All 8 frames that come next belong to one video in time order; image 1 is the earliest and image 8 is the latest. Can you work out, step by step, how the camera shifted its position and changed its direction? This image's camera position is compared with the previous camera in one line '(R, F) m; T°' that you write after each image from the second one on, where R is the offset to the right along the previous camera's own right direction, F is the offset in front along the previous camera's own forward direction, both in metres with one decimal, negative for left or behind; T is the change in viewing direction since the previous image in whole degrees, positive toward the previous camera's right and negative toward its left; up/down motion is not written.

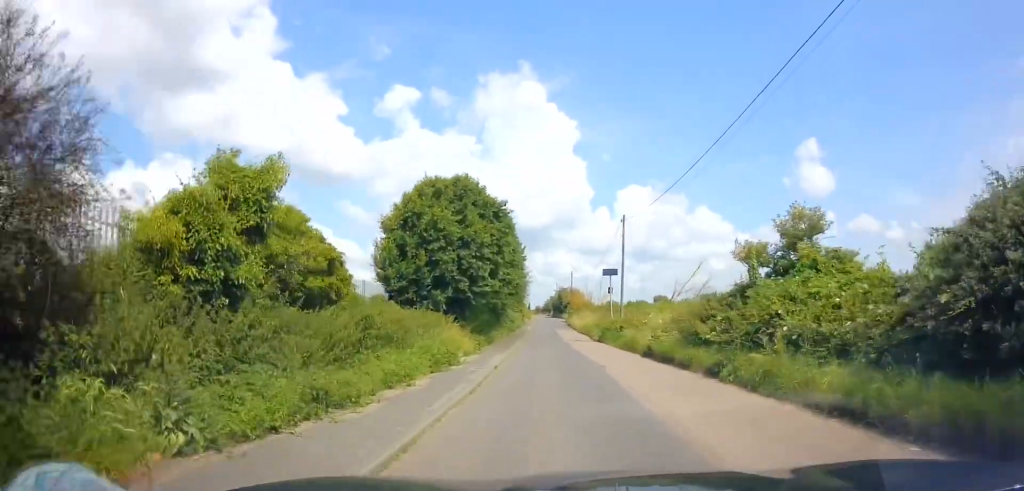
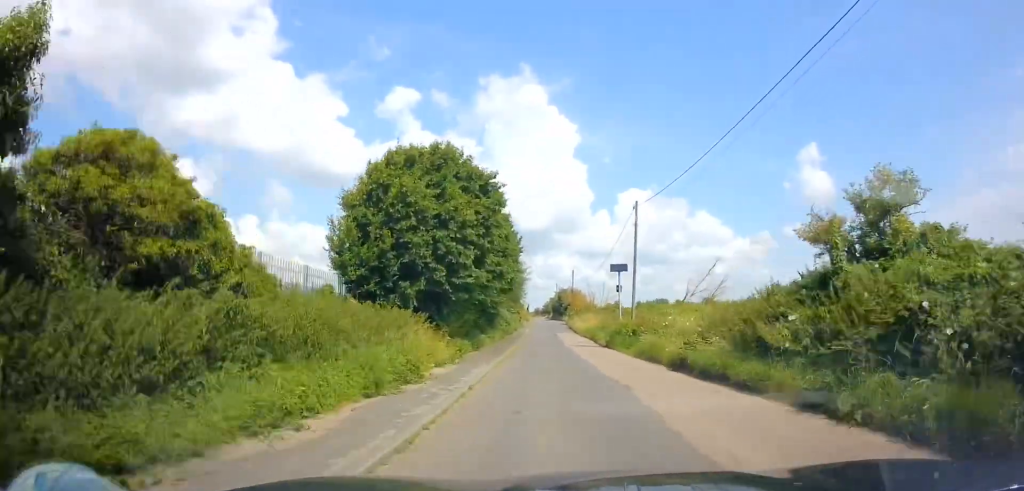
(+0.1, +4.7) m; 0°
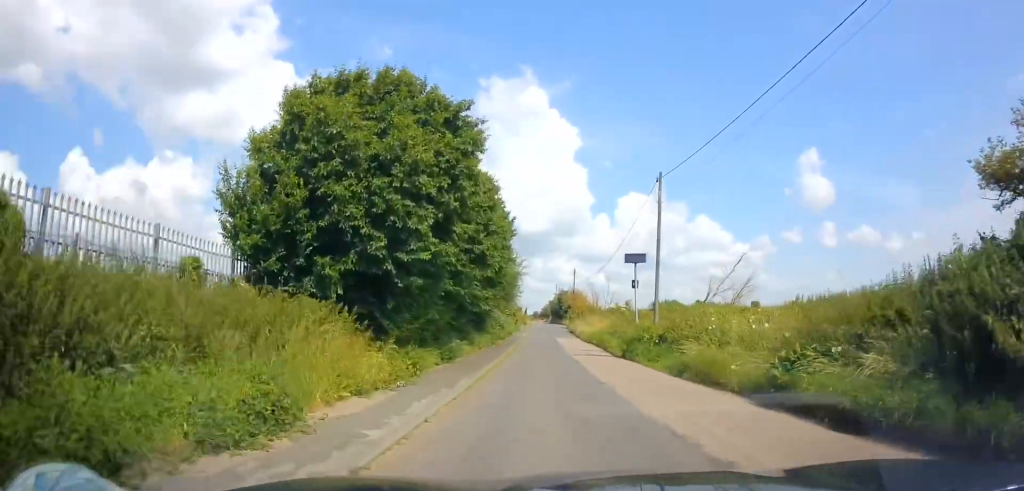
(-0.1, +6.4) m; 0°
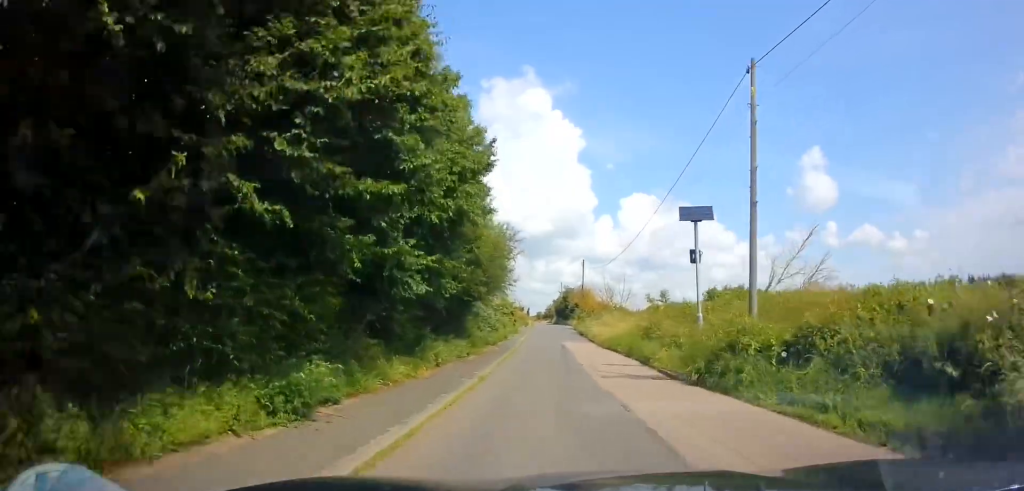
(+0.1, +10.6) m; 0°
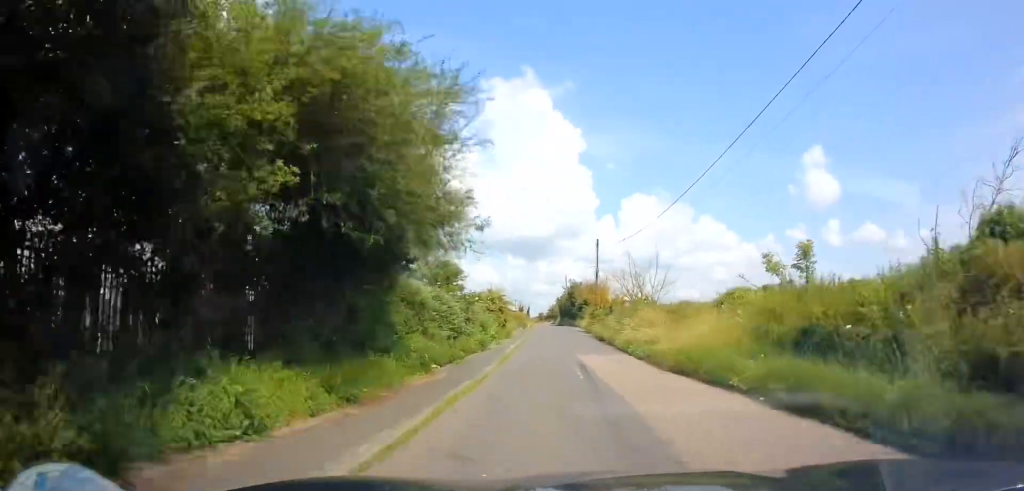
(-0.2, +14.9) m; -1°
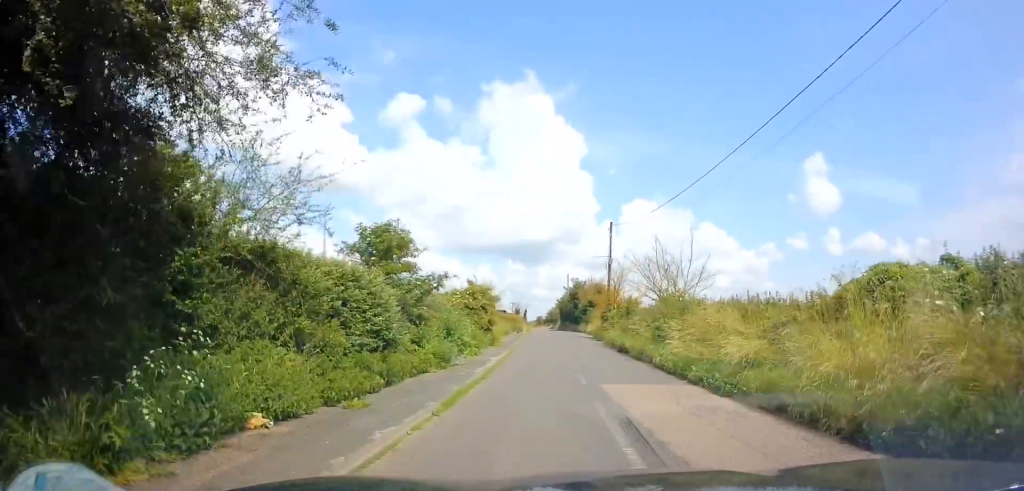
(+0.1, +9.5) m; 0°
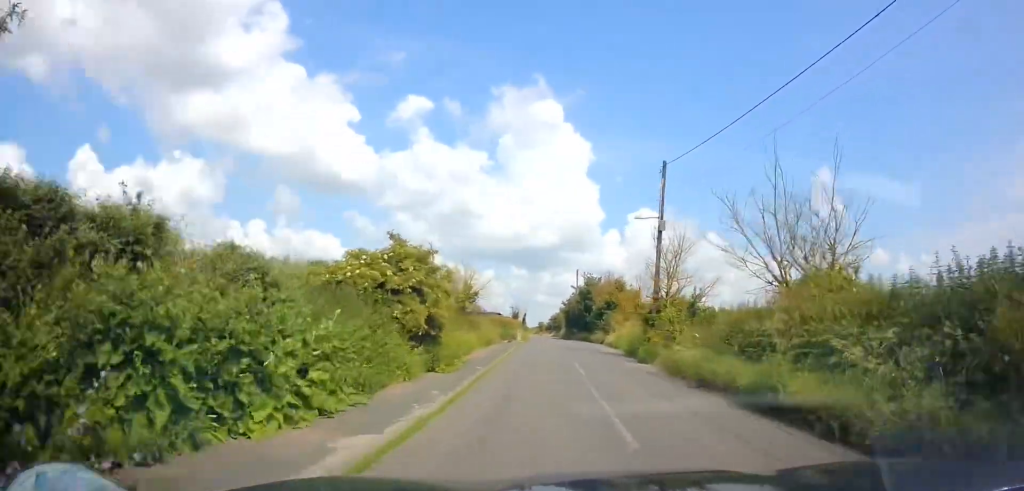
(-0.1, +15.0) m; 0°
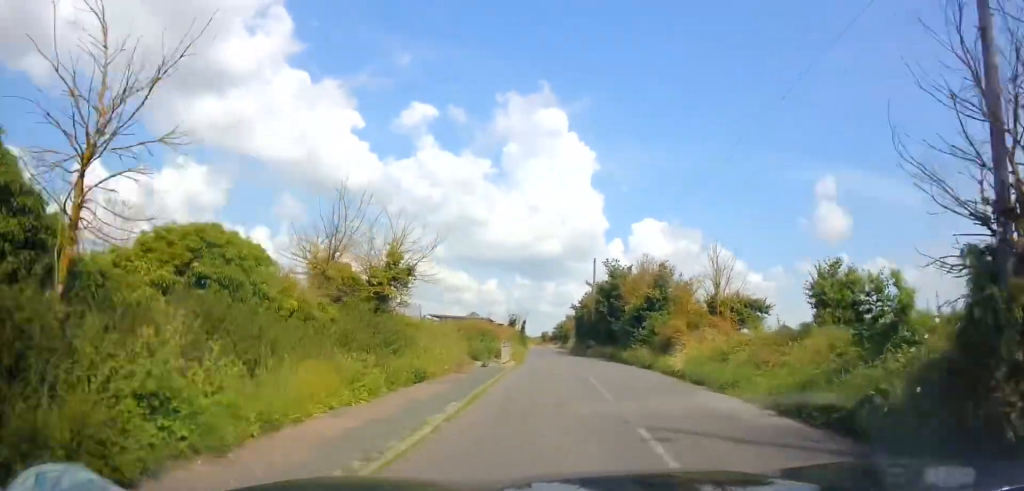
(+0.2, +17.3) m; 0°
